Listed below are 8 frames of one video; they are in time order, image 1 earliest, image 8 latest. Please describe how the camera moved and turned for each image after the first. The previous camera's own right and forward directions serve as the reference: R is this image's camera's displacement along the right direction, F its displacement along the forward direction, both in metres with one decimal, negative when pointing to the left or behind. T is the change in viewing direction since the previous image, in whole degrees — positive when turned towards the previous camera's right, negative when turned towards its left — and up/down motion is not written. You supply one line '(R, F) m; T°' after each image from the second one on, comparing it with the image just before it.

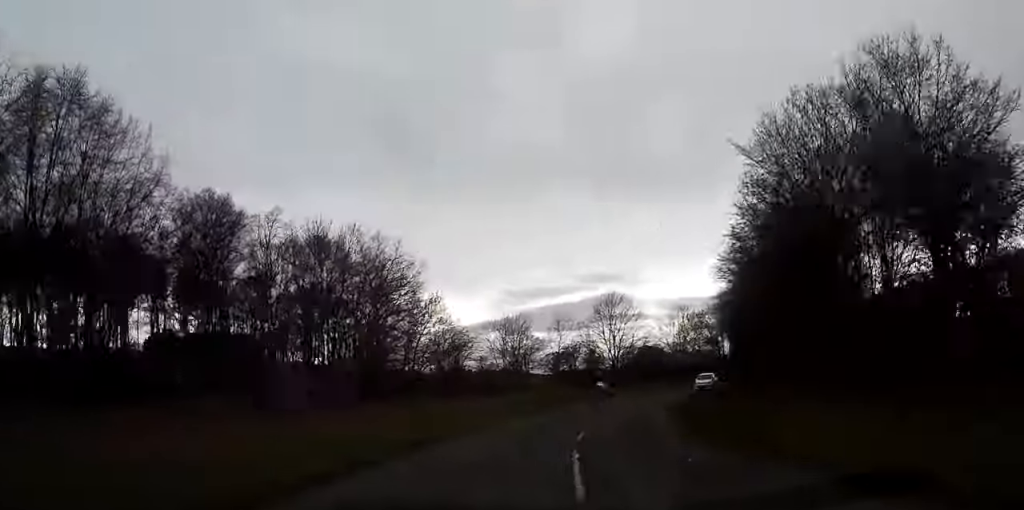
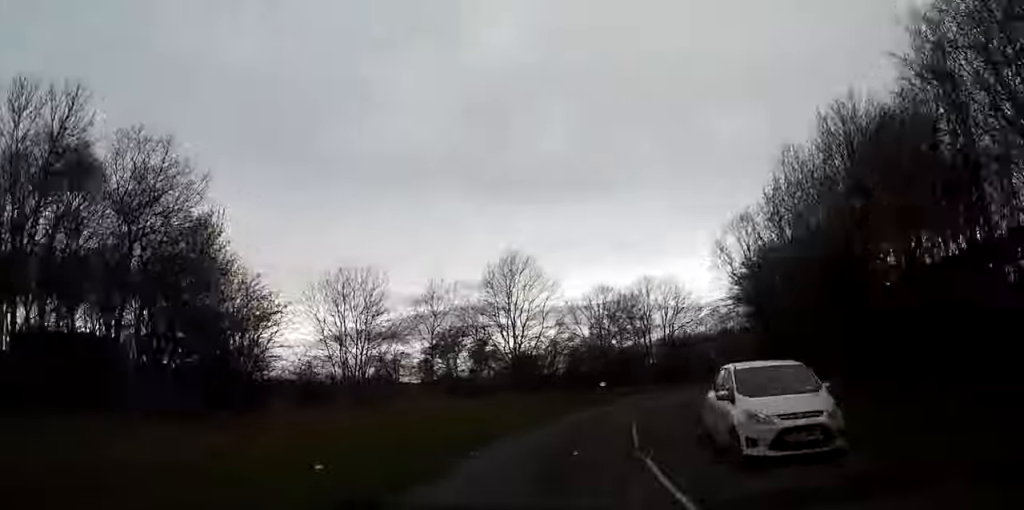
(+2.2, +29.2) m; +9°
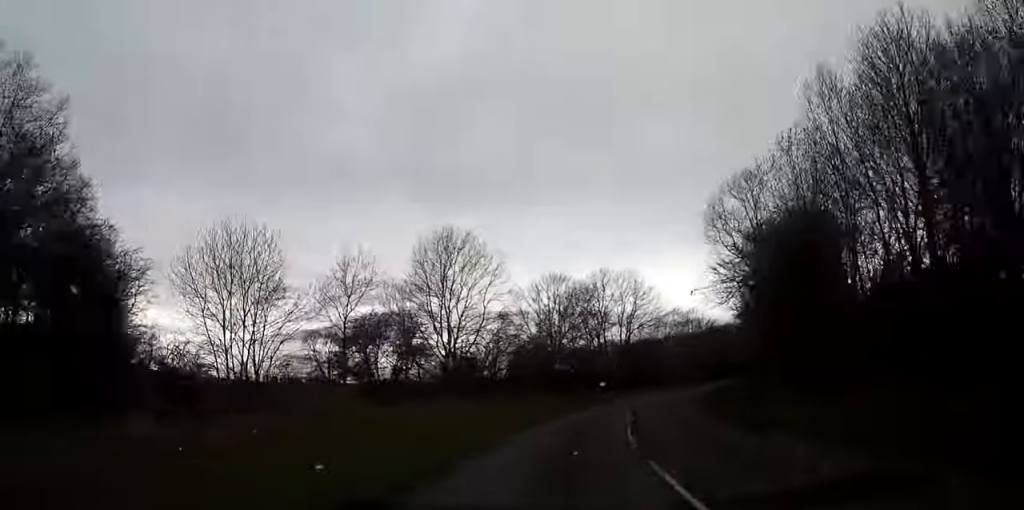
(+0.1, +10.6) m; +4°
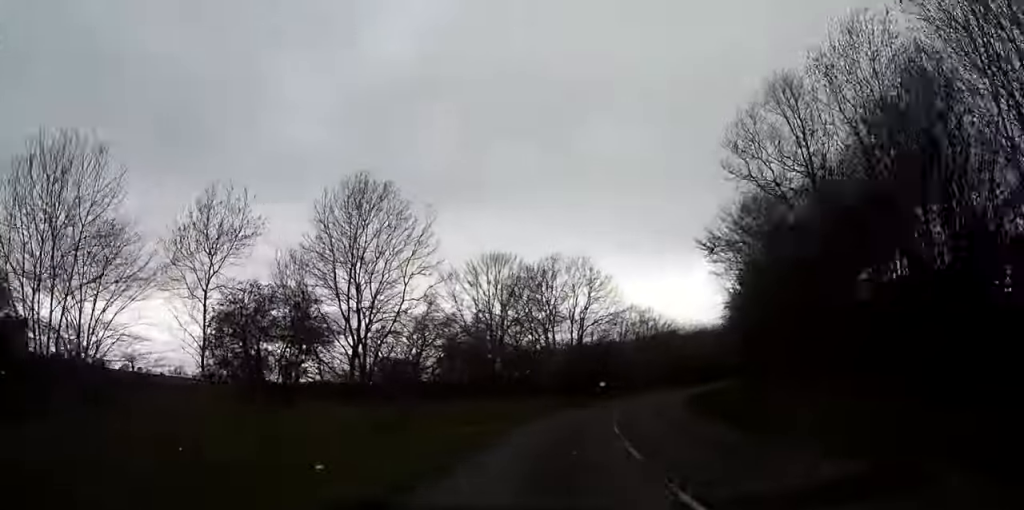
(+0.8, +12.1) m; +5°
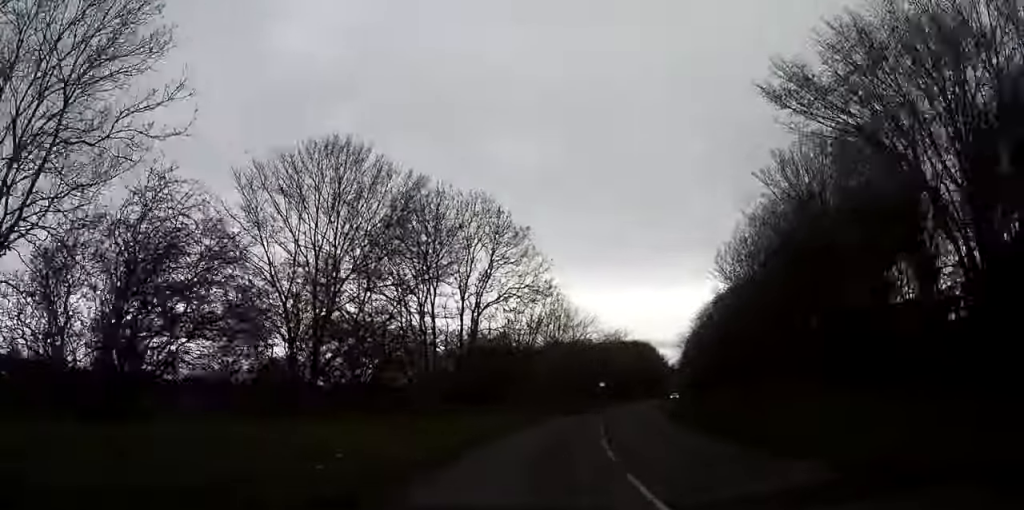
(+1.9, +25.3) m; +10°
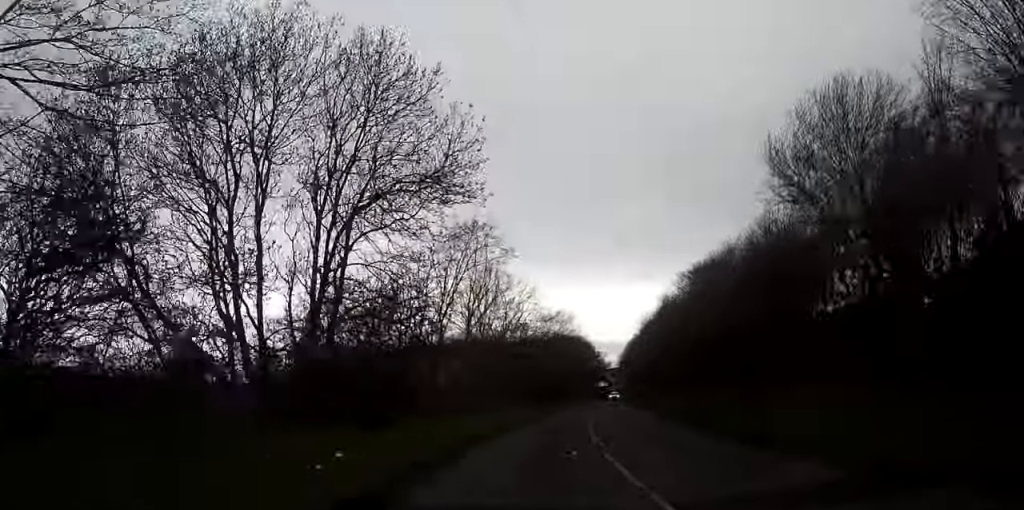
(+1.9, +21.2) m; +6°
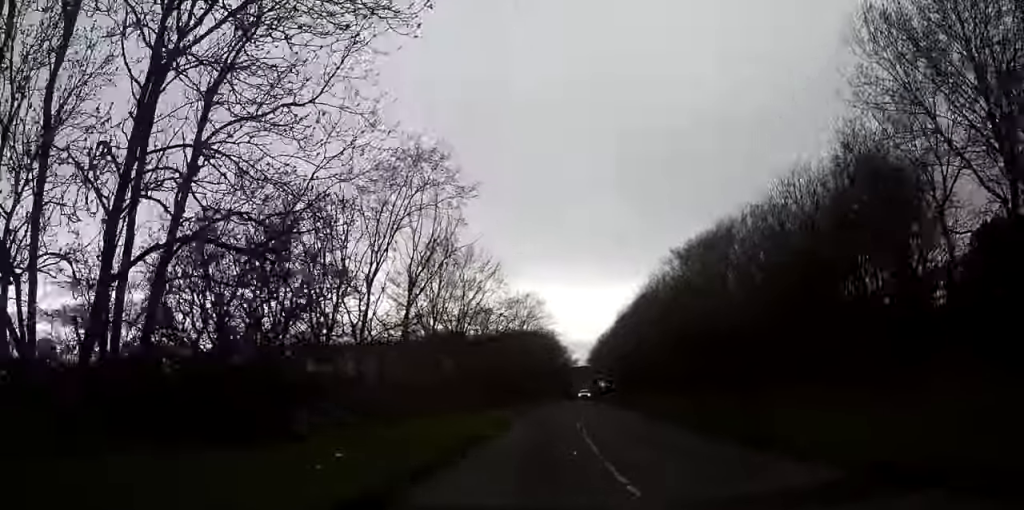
(+0.4, +11.3) m; +2°
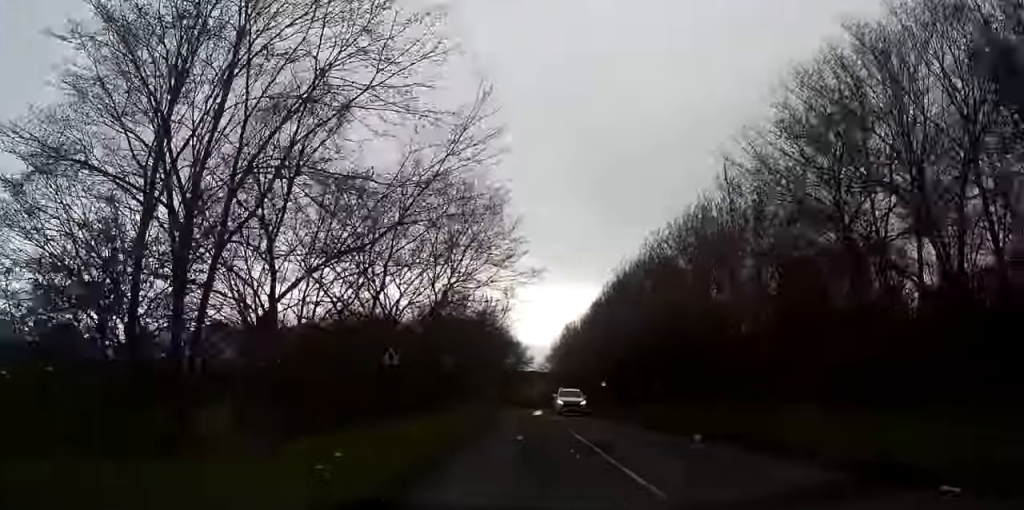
(+0.9, +37.0) m; +3°
